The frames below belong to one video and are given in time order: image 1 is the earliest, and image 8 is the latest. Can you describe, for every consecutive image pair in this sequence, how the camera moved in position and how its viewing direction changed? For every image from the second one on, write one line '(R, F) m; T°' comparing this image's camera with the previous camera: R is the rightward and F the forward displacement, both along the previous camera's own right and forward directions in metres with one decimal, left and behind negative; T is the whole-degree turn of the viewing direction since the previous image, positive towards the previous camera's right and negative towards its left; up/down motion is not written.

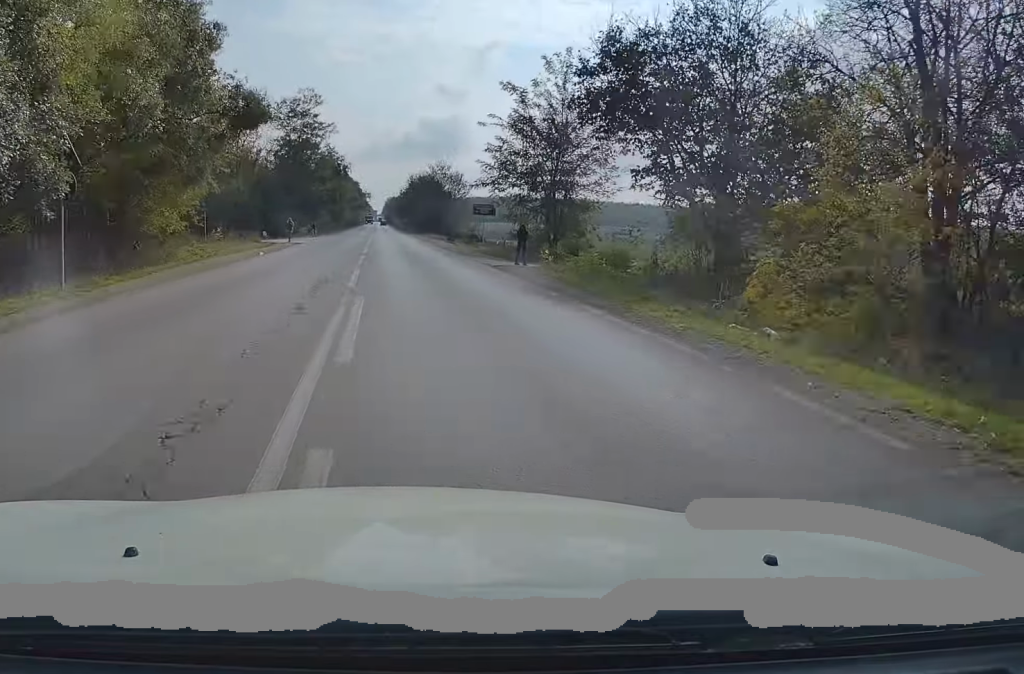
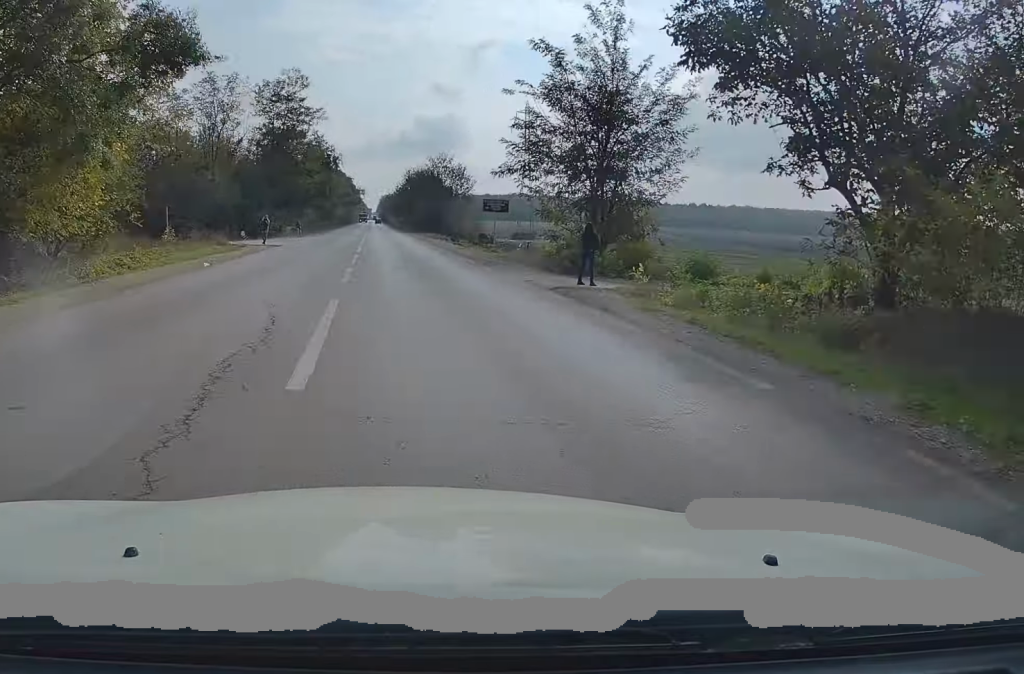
(-0.1, +10.1) m; 0°
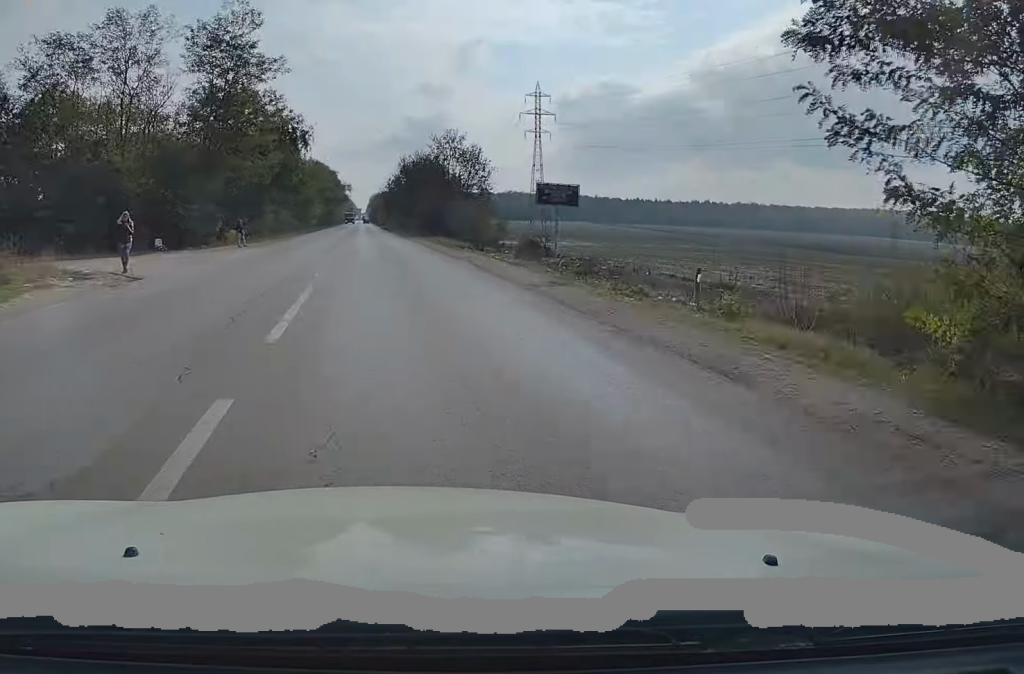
(+0.3, +24.7) m; +1°
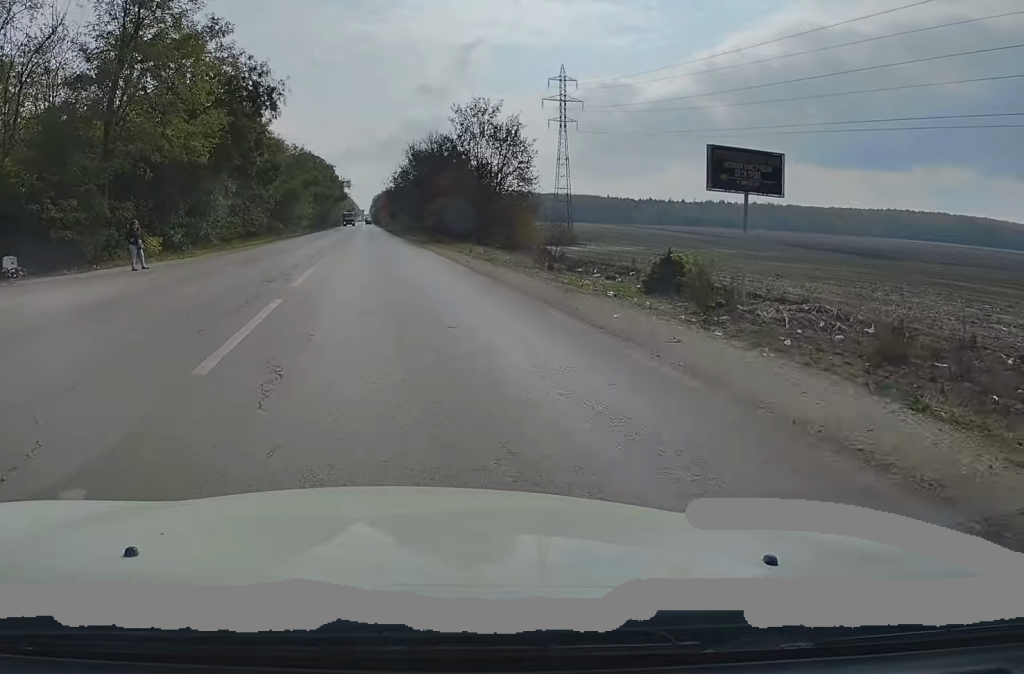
(0.0, +19.8) m; 0°
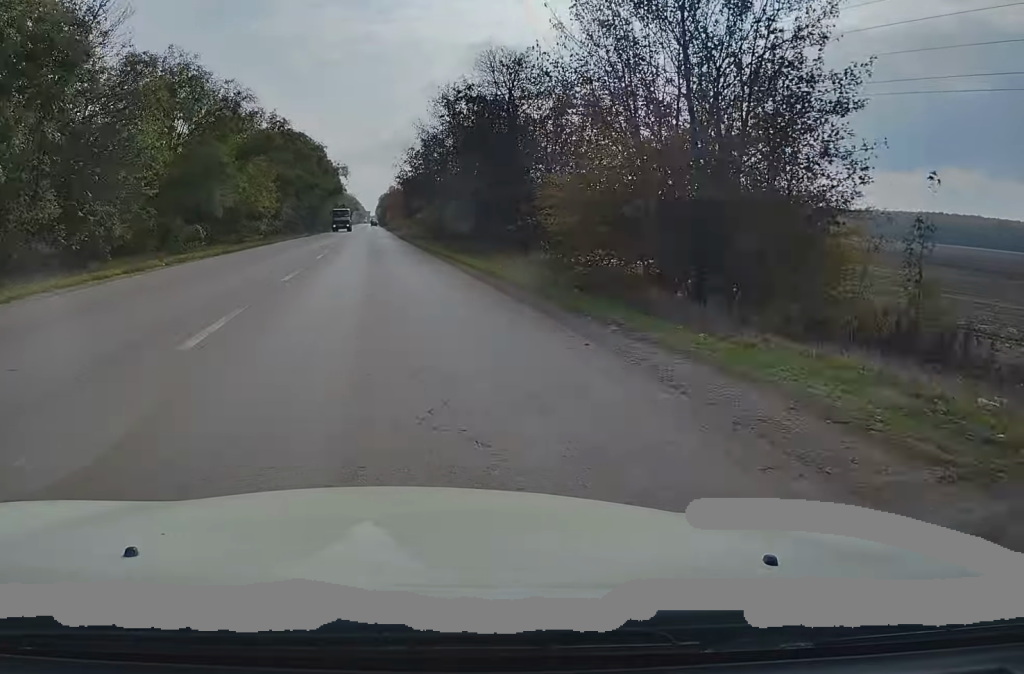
(-0.2, +36.9) m; 0°
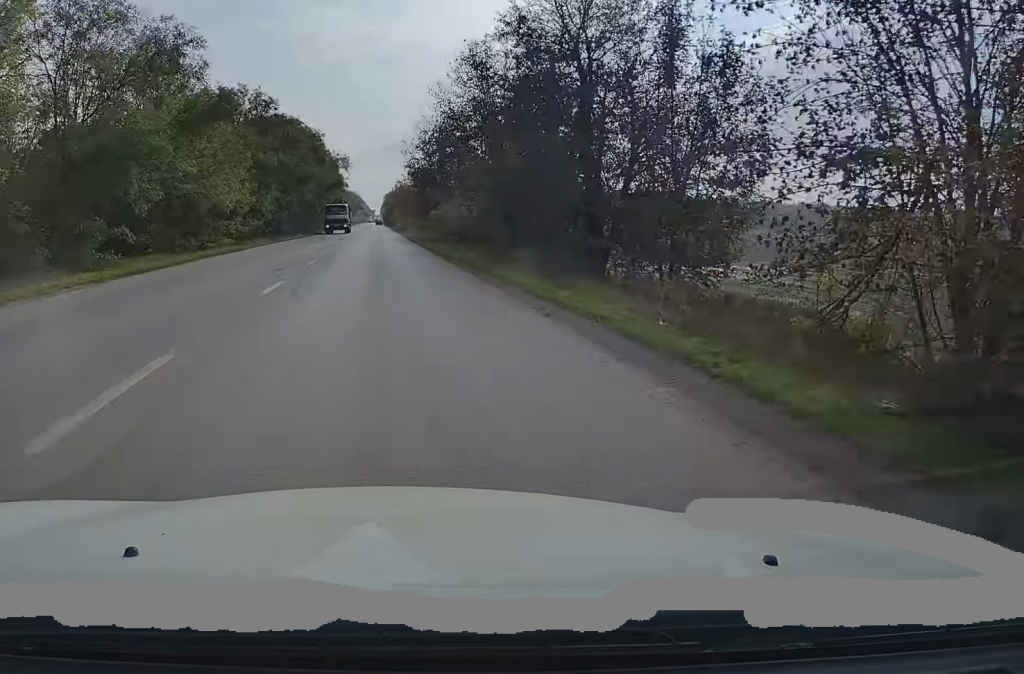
(0.0, +12.5) m; 0°
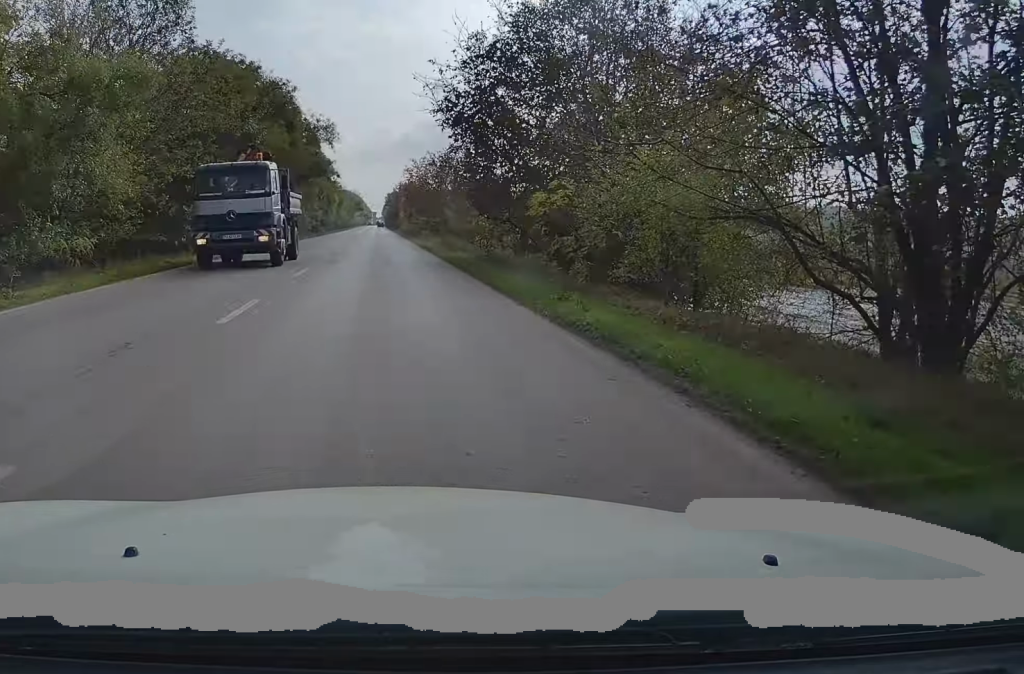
(-0.1, +30.2) m; 0°
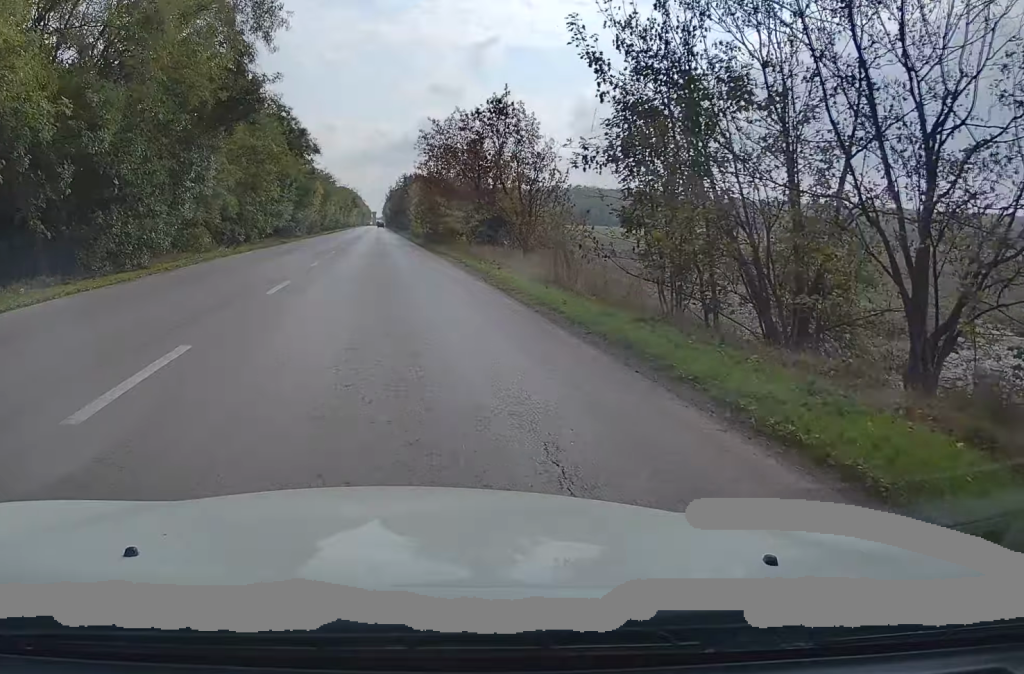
(0.0, +31.7) m; 0°
